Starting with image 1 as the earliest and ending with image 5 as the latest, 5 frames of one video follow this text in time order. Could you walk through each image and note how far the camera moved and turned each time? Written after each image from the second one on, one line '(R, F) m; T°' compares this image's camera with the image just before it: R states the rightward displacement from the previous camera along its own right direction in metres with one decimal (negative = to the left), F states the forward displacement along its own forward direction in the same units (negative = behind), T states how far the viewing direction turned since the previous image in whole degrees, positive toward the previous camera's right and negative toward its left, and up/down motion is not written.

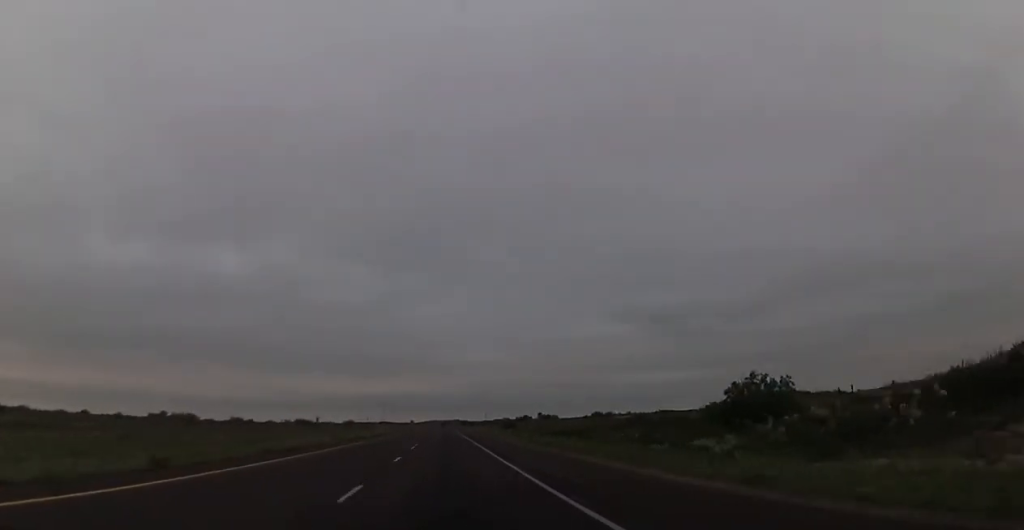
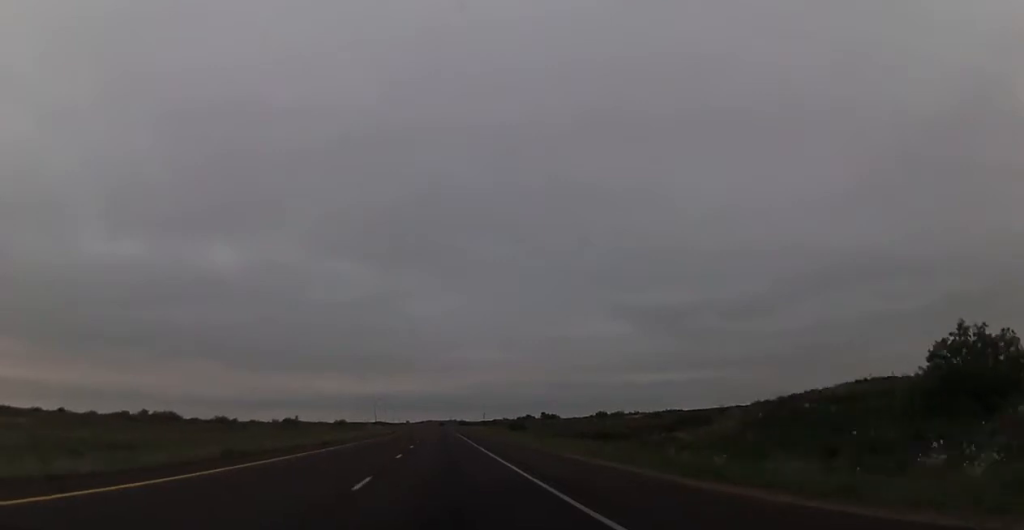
(-0.2, +22.3) m; 0°
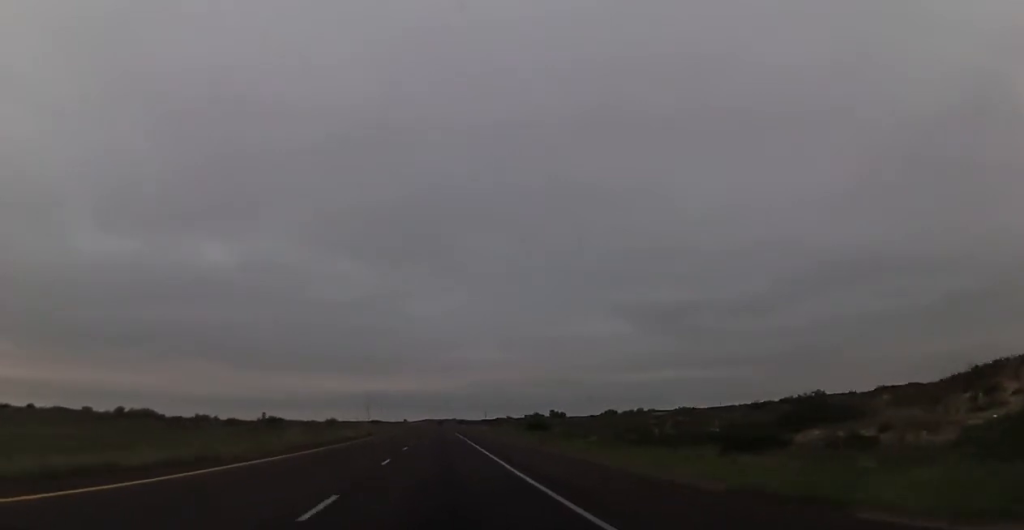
(+0.3, +28.5) m; 0°
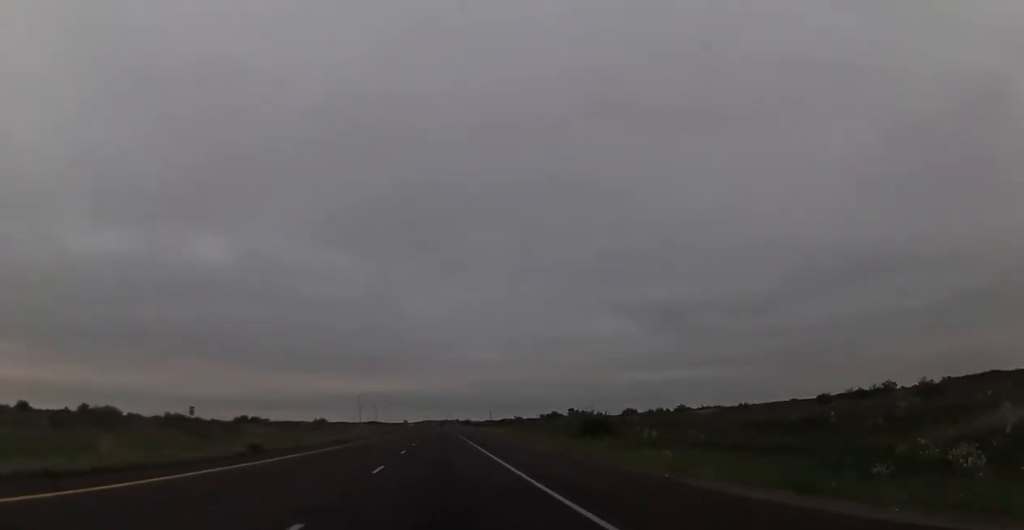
(-0.1, +39.6) m; -1°
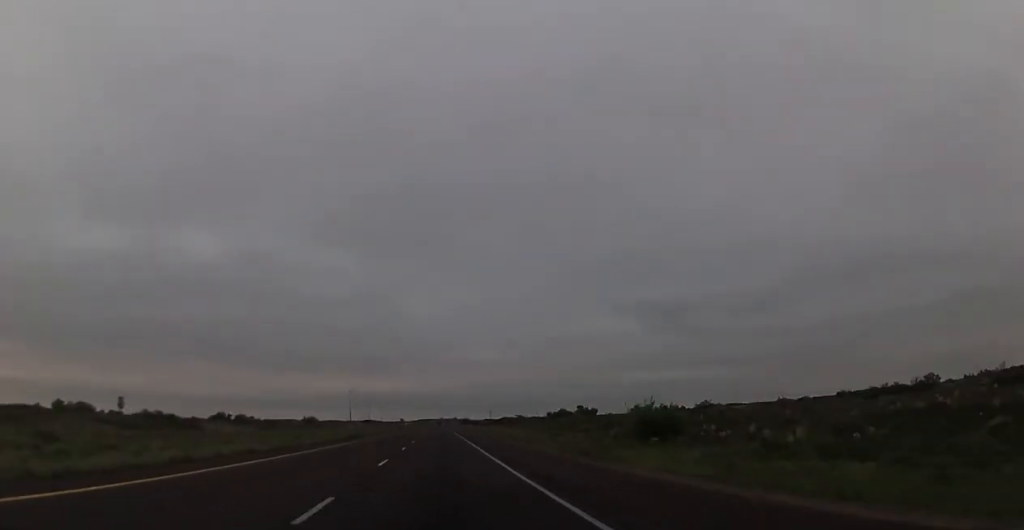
(-0.2, +21.0) m; 0°
